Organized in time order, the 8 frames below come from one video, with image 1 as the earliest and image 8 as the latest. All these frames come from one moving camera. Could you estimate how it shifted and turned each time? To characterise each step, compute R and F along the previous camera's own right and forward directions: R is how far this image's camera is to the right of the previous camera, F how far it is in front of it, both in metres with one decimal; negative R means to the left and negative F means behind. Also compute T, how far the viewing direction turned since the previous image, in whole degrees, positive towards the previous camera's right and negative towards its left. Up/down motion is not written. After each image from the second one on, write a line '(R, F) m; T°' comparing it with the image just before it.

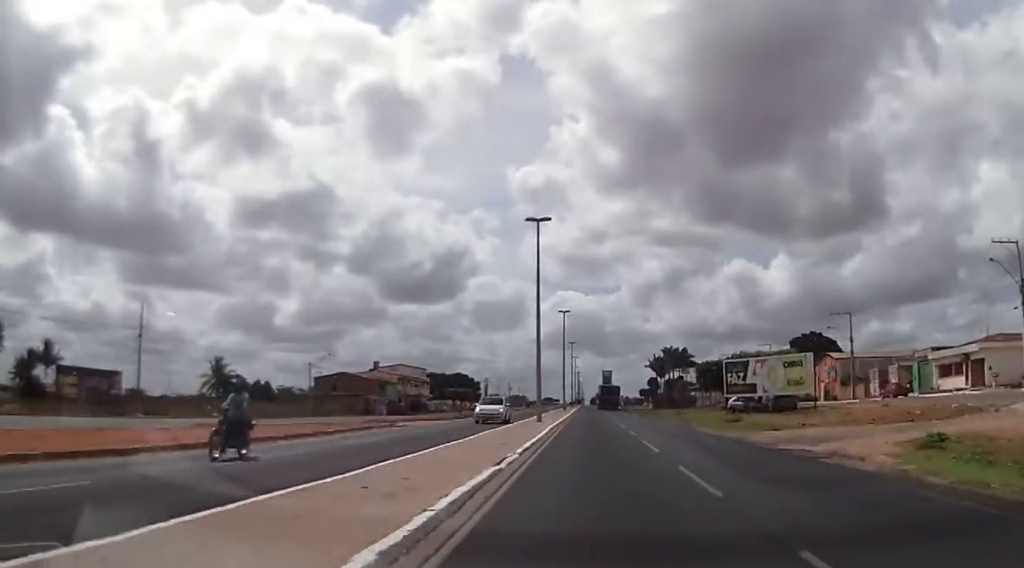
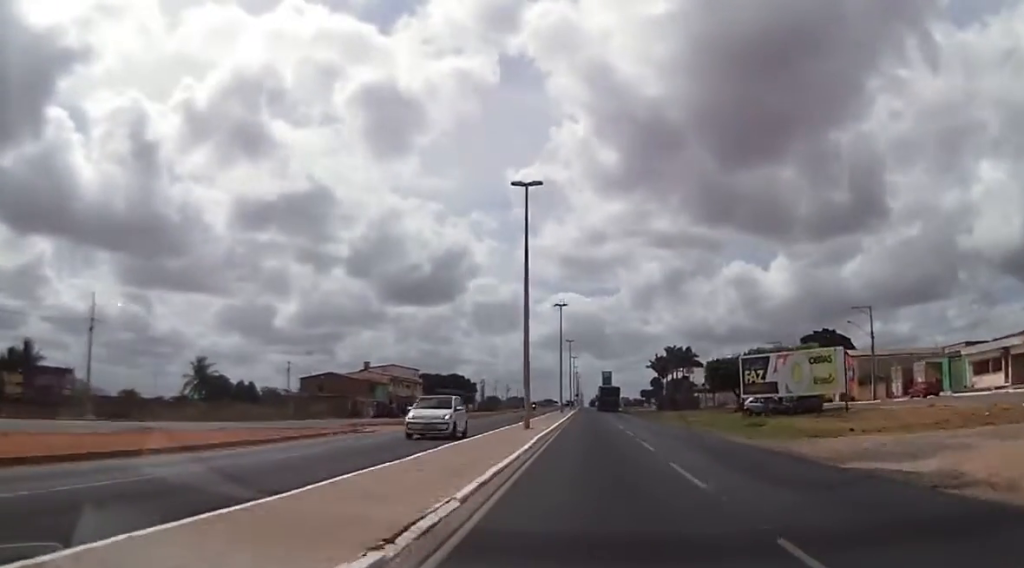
(+0.1, +7.0) m; +1°
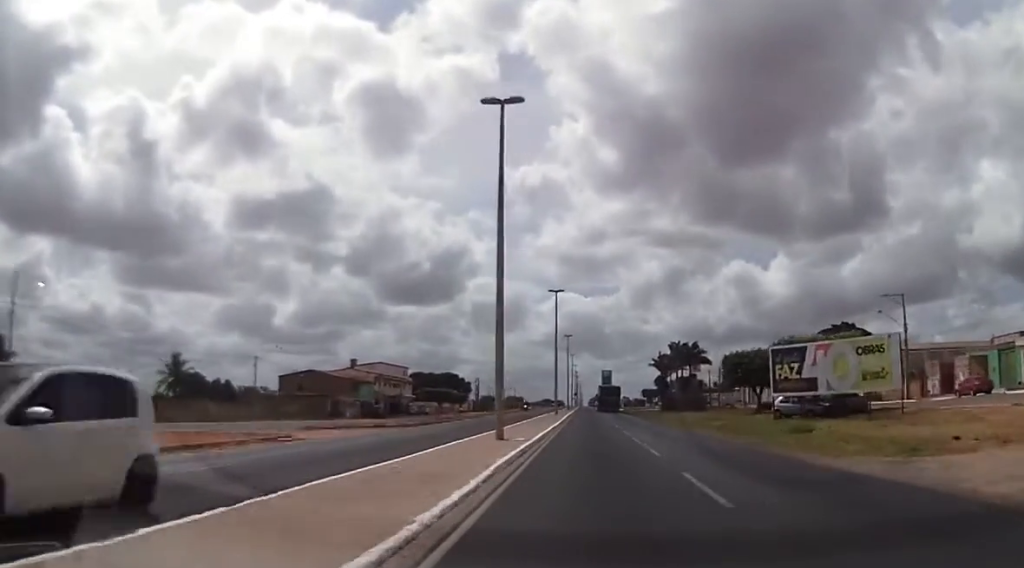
(0.0, +9.4) m; -1°
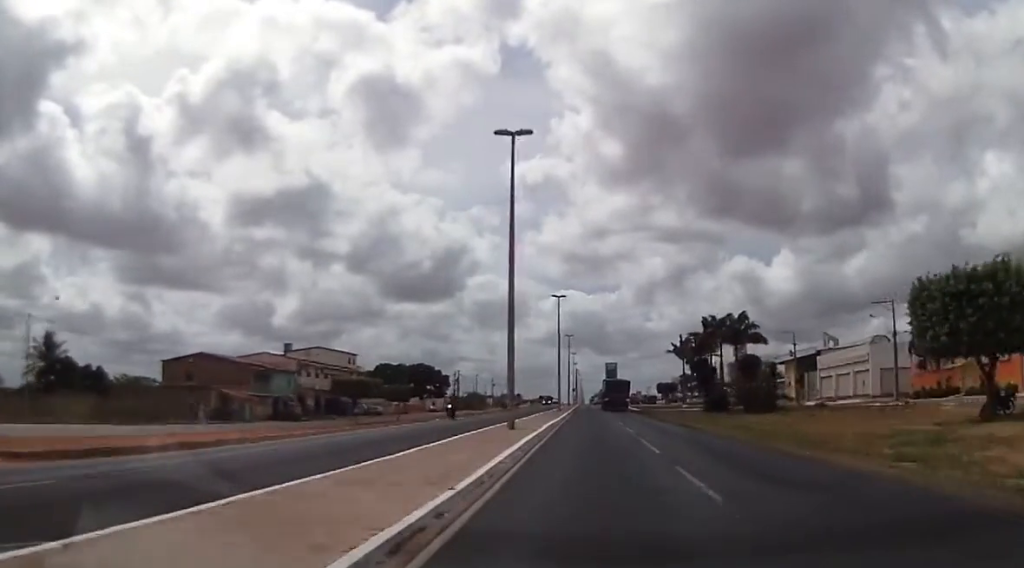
(-0.7, +38.4) m; 0°
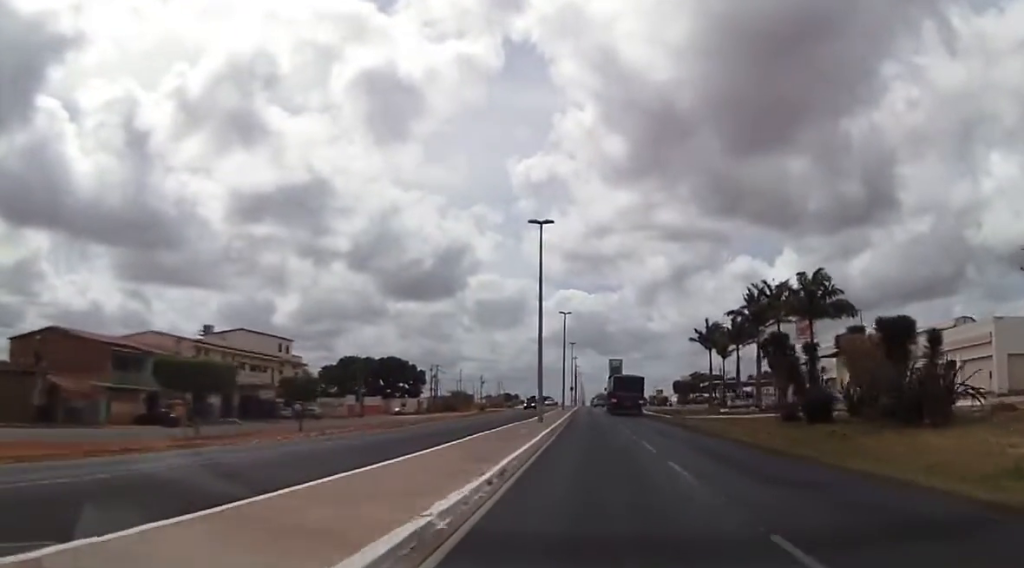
(0.0, +29.7) m; -1°
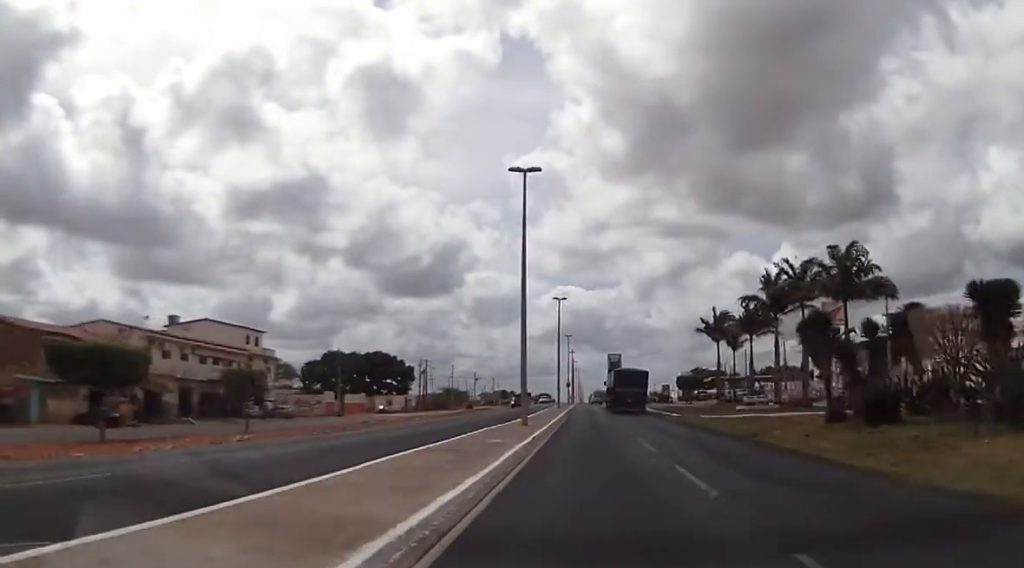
(-0.3, +9.0) m; 0°
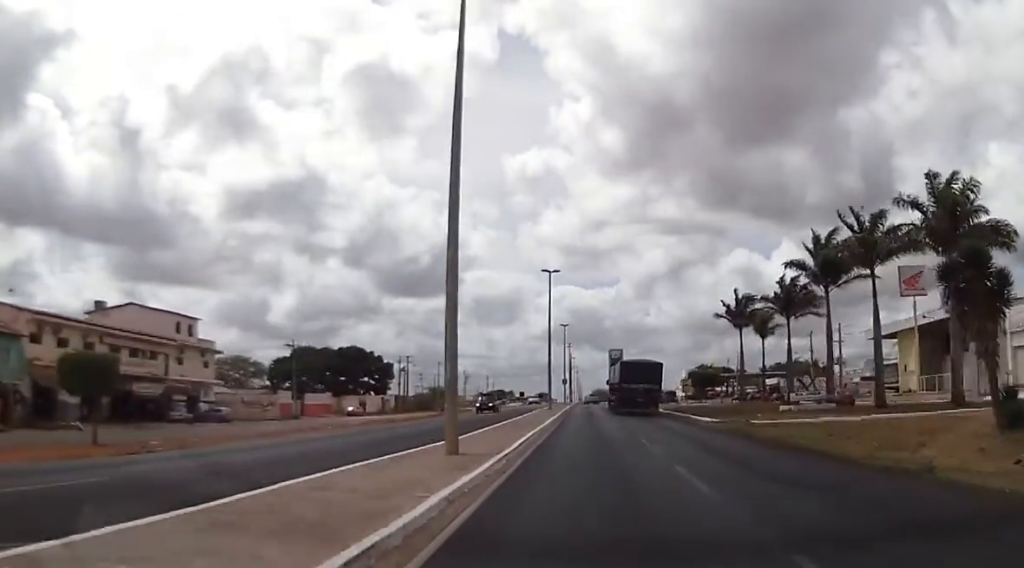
(+0.4, +16.5) m; +3°
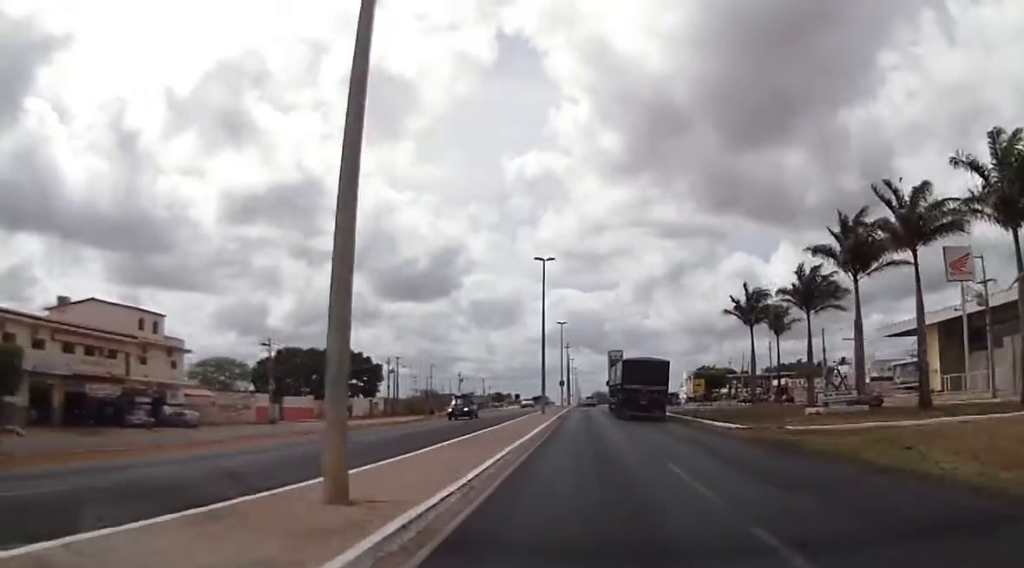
(+0.2, +7.0) m; 0°
